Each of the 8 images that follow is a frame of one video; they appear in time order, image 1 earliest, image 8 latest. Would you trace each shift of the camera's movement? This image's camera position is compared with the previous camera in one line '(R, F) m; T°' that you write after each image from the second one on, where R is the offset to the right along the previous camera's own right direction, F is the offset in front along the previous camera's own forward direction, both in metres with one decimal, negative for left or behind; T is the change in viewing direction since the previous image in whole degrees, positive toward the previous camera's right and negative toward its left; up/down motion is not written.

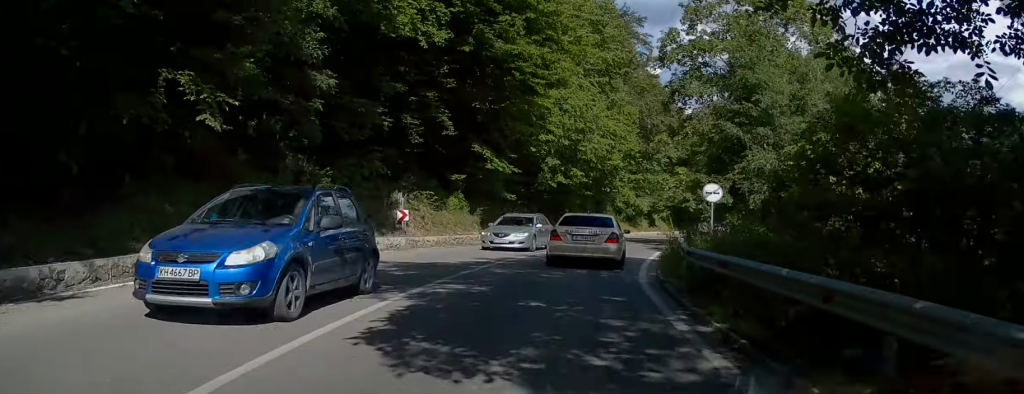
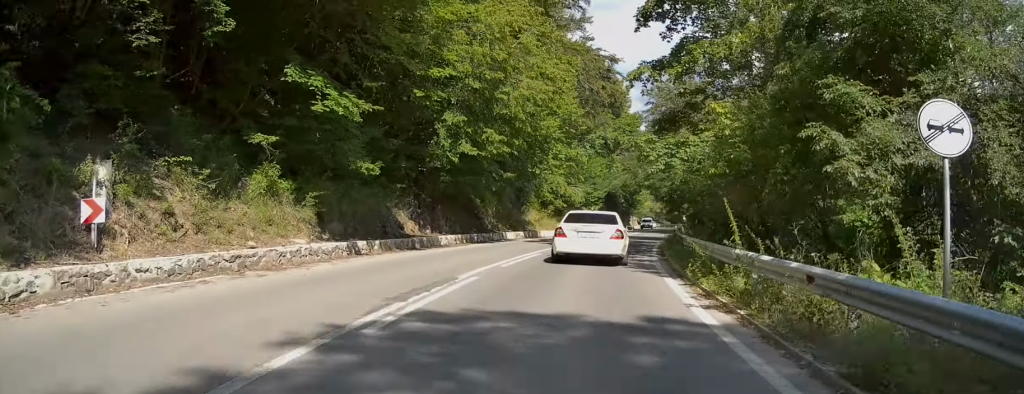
(+0.7, +14.7) m; +6°
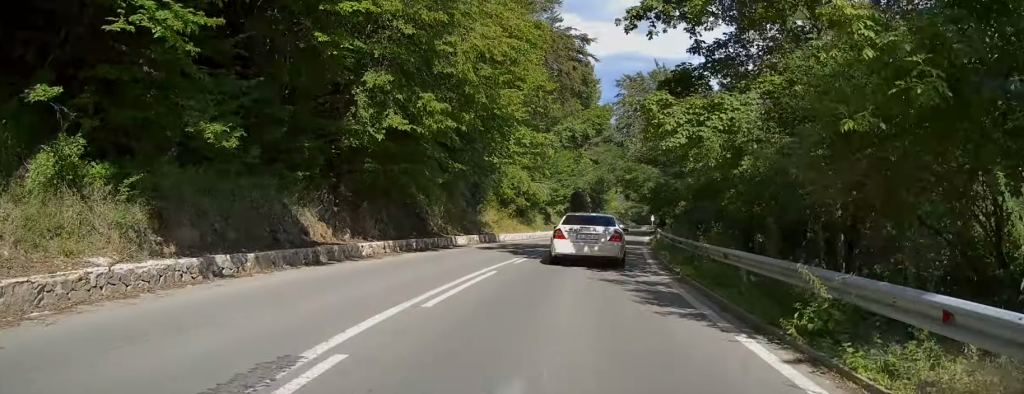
(-0.2, +6.7) m; +3°
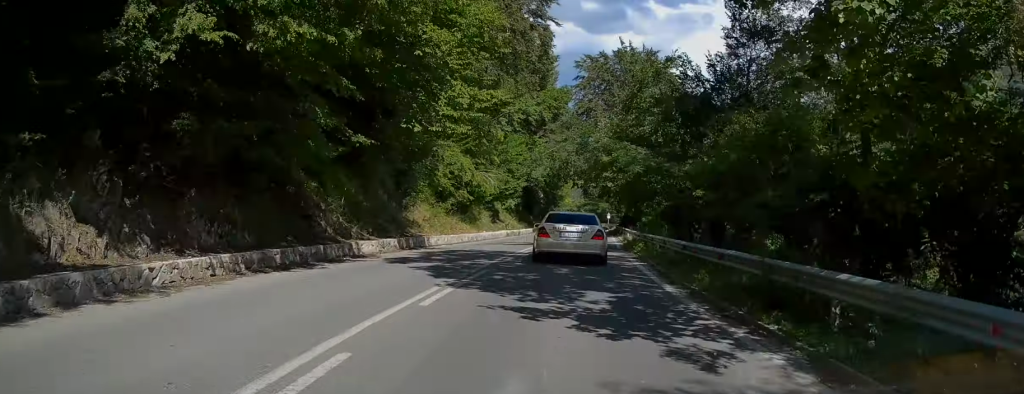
(+0.7, +8.7) m; +4°
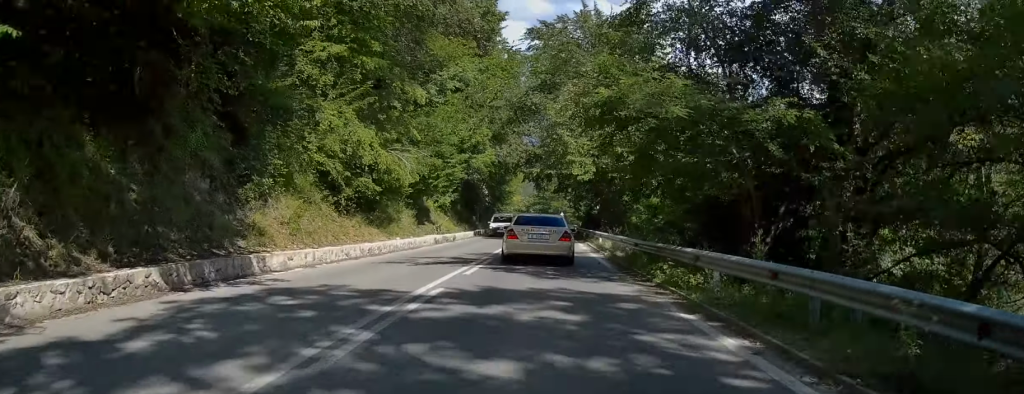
(+0.7, +12.1) m; +4°
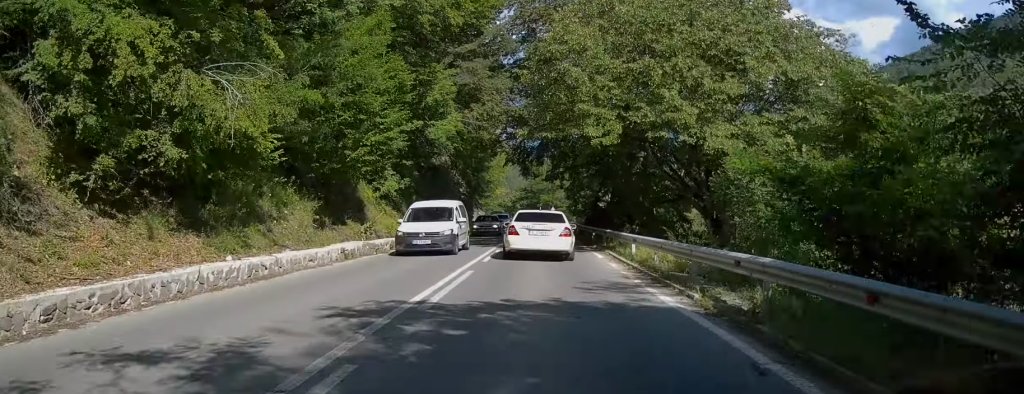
(+0.3, +14.3) m; +2°
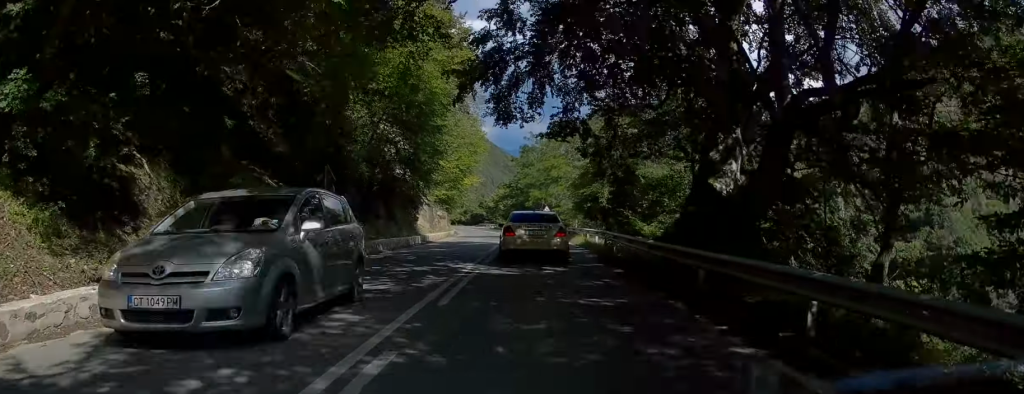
(+0.6, +25.7) m; +2°
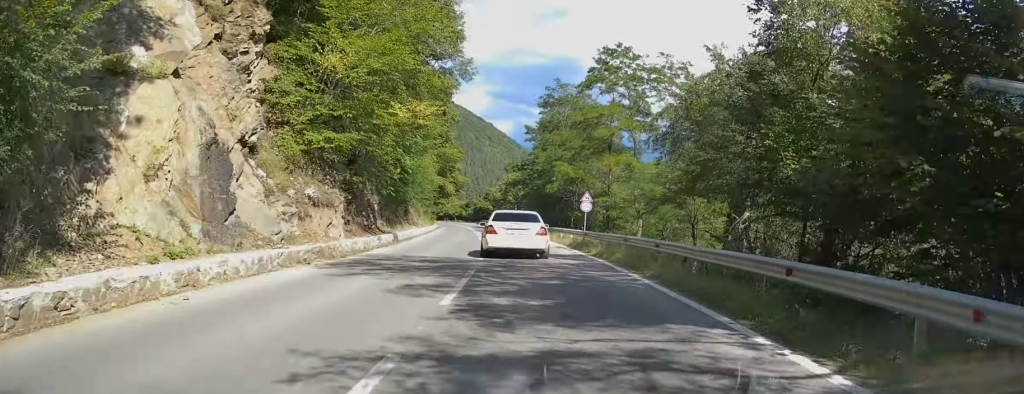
(-0.1, +32.5) m; 0°
